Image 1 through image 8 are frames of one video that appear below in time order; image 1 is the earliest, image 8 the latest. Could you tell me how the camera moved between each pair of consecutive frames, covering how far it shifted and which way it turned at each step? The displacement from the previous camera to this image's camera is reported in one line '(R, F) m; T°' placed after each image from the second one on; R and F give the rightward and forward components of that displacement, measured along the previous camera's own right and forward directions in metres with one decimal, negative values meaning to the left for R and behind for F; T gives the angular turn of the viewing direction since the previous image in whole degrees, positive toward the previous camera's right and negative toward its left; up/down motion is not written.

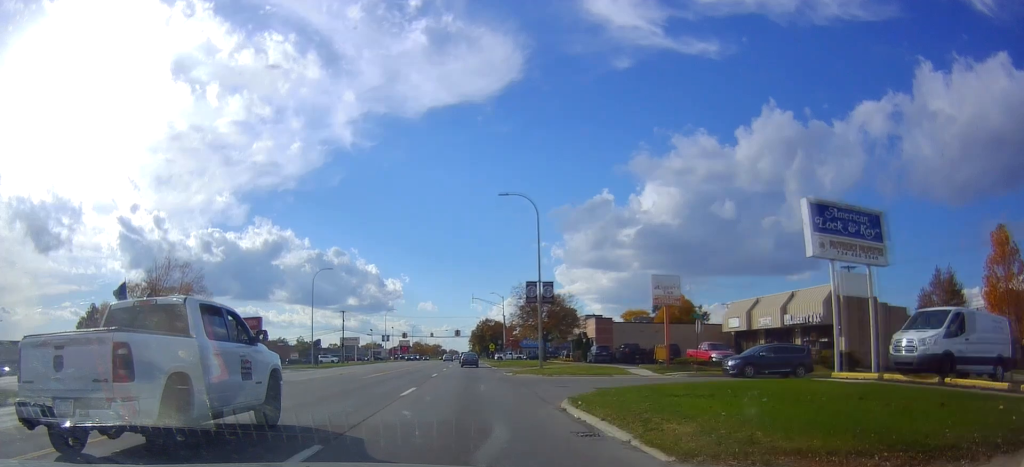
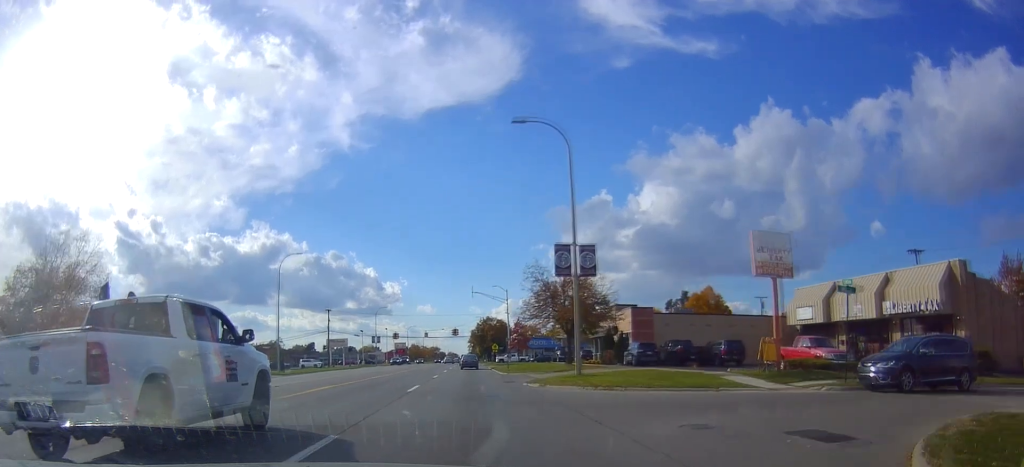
(-0.3, +13.4) m; -1°
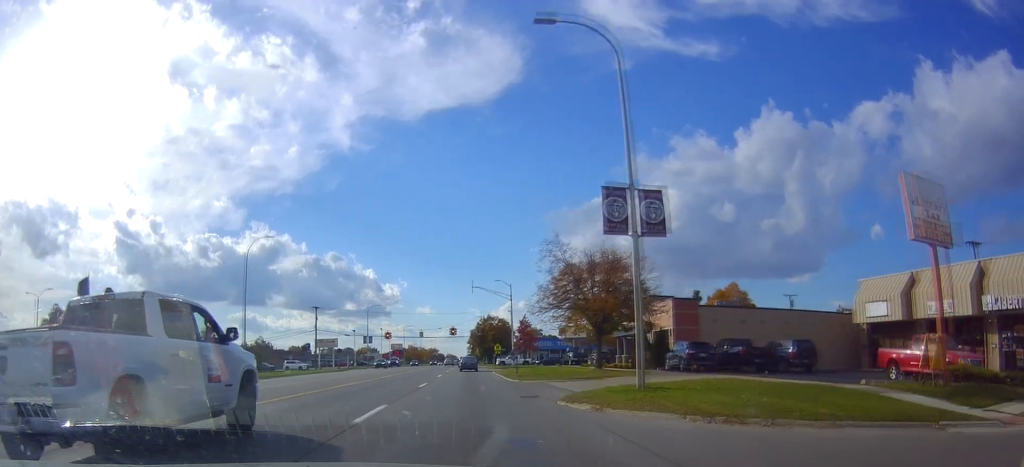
(0.0, +9.4) m; +1°
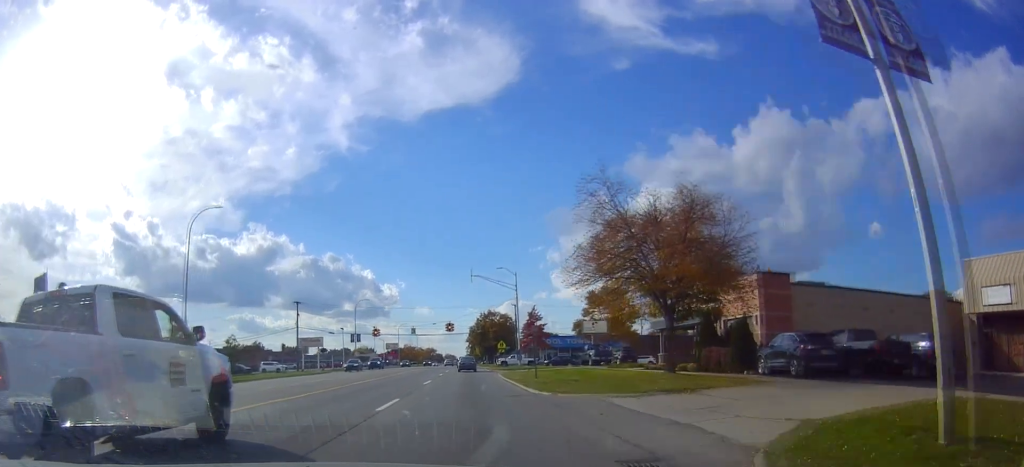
(+0.3, +11.4) m; +1°
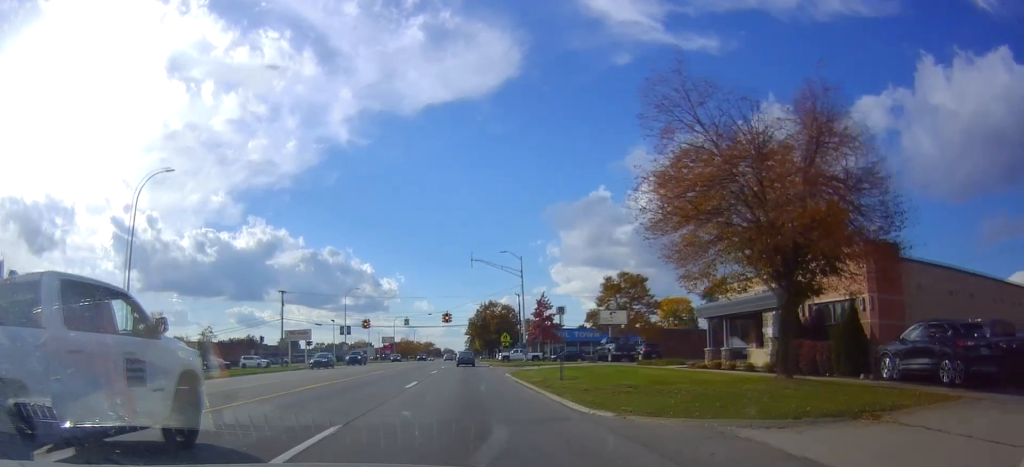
(0.0, +7.8) m; 0°
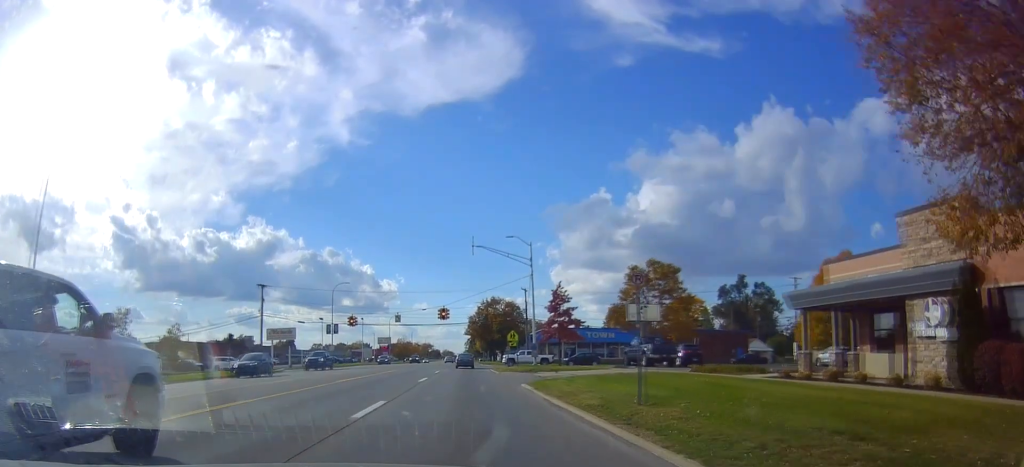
(0.0, +10.3) m; 0°
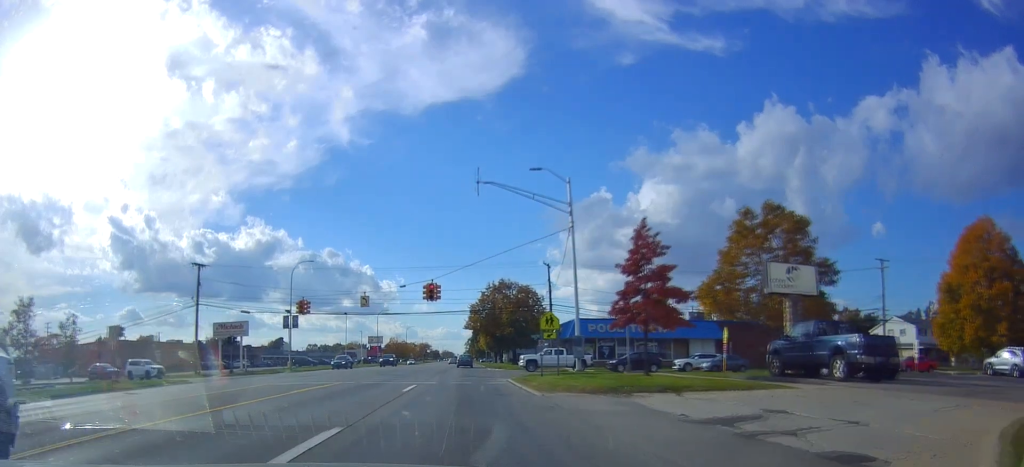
(-0.4, +26.5) m; -3°
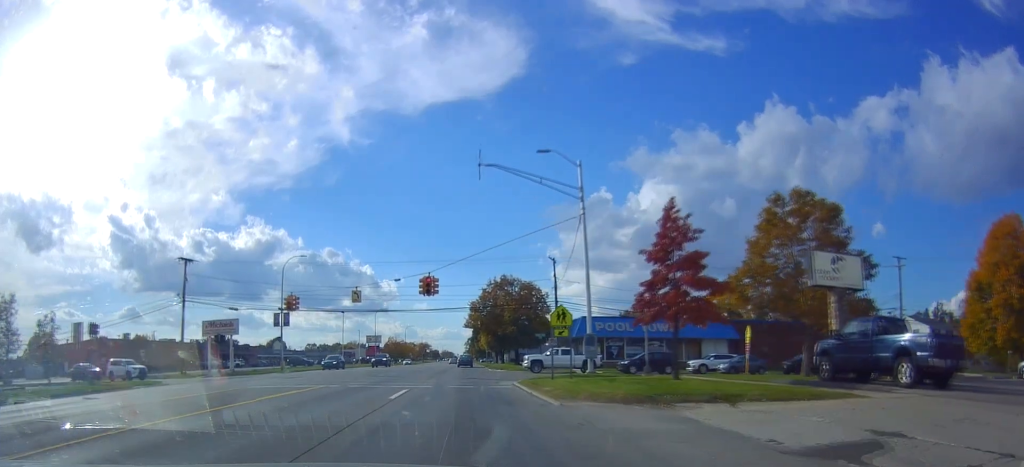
(-0.2, +4.4) m; 0°
